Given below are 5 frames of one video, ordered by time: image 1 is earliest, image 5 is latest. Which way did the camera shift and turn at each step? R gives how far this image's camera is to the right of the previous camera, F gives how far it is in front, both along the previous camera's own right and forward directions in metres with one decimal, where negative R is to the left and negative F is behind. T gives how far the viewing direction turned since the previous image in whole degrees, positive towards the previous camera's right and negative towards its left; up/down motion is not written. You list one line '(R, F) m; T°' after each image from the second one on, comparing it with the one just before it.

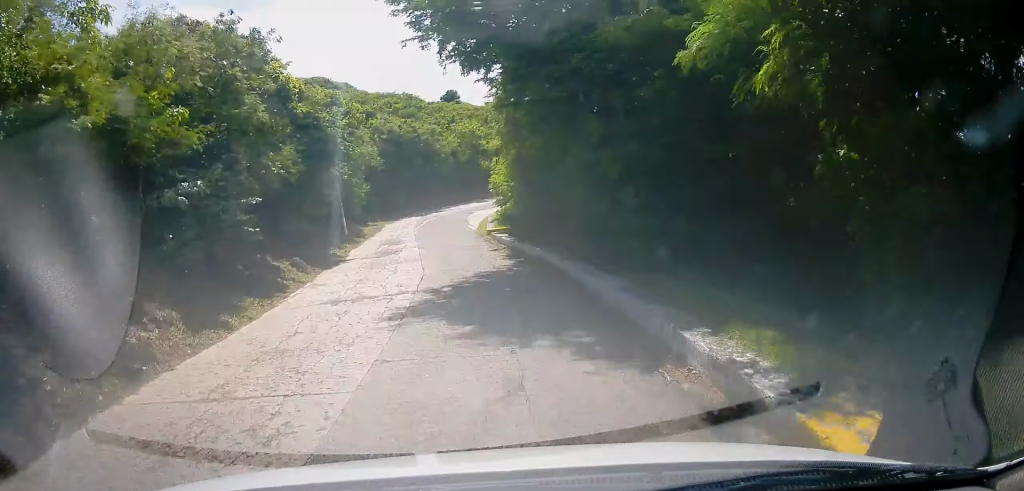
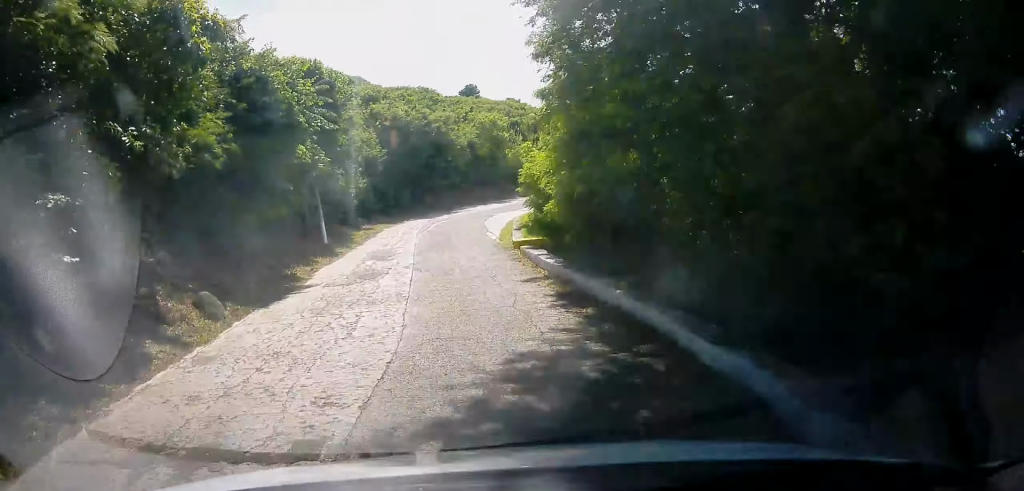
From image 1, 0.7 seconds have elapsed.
(0.0, +6.4) m; +1°
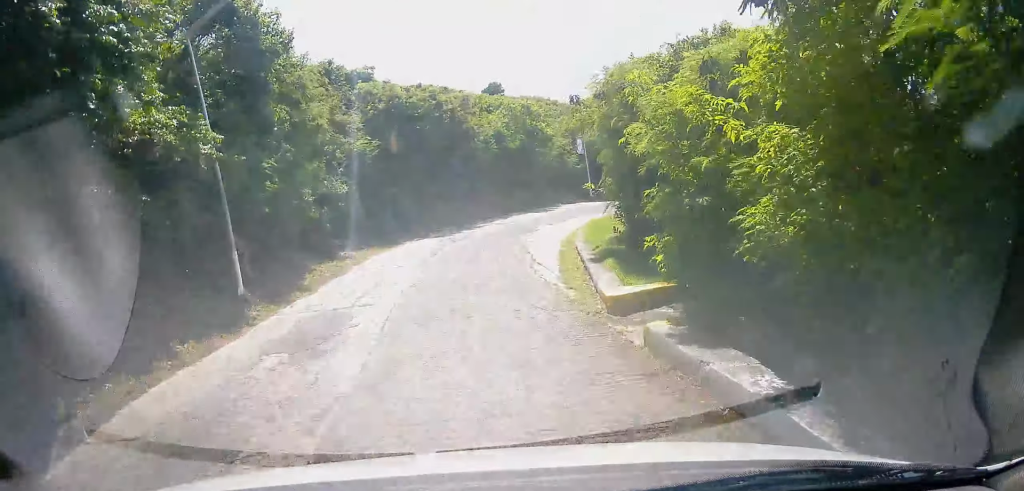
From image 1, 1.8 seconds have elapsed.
(+0.3, +9.0) m; +2°
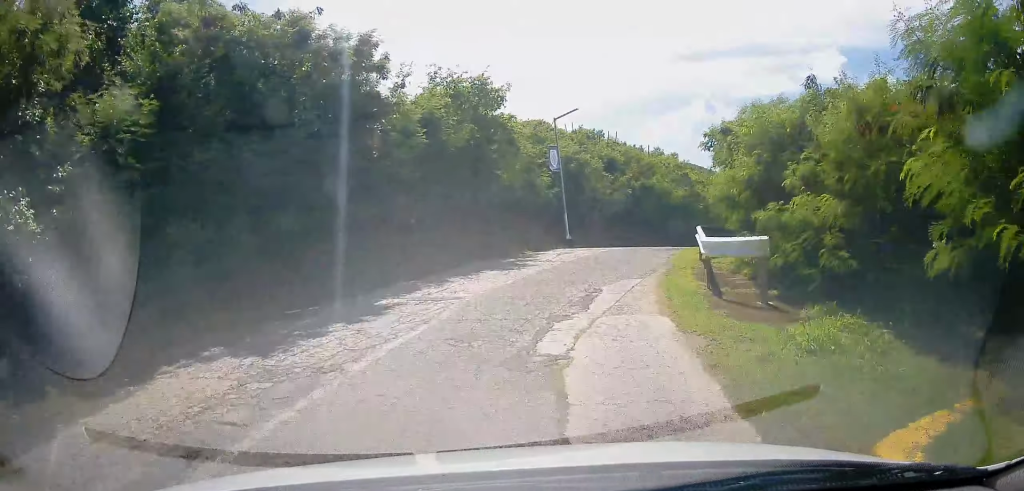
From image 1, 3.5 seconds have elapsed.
(0.0, +13.1) m; 0°
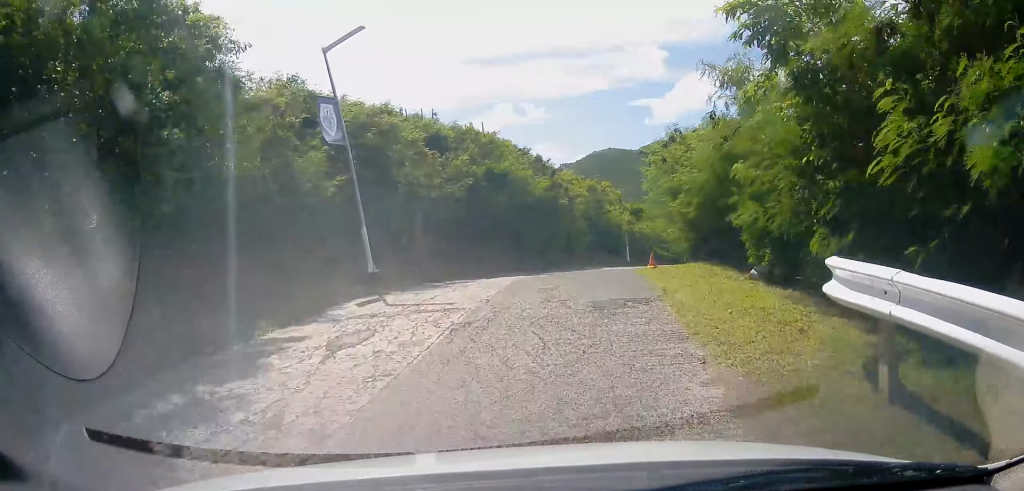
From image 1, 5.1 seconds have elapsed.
(0.0, +11.7) m; +5°
